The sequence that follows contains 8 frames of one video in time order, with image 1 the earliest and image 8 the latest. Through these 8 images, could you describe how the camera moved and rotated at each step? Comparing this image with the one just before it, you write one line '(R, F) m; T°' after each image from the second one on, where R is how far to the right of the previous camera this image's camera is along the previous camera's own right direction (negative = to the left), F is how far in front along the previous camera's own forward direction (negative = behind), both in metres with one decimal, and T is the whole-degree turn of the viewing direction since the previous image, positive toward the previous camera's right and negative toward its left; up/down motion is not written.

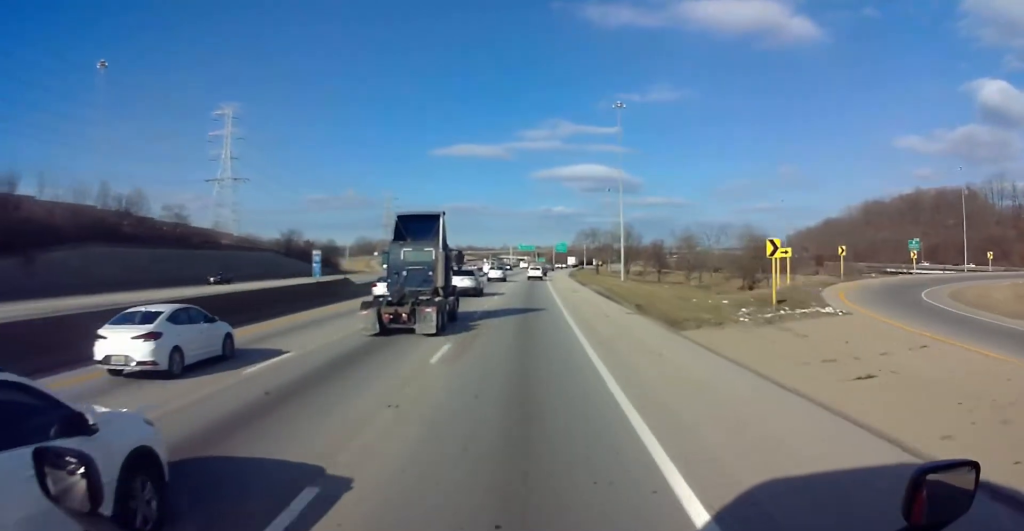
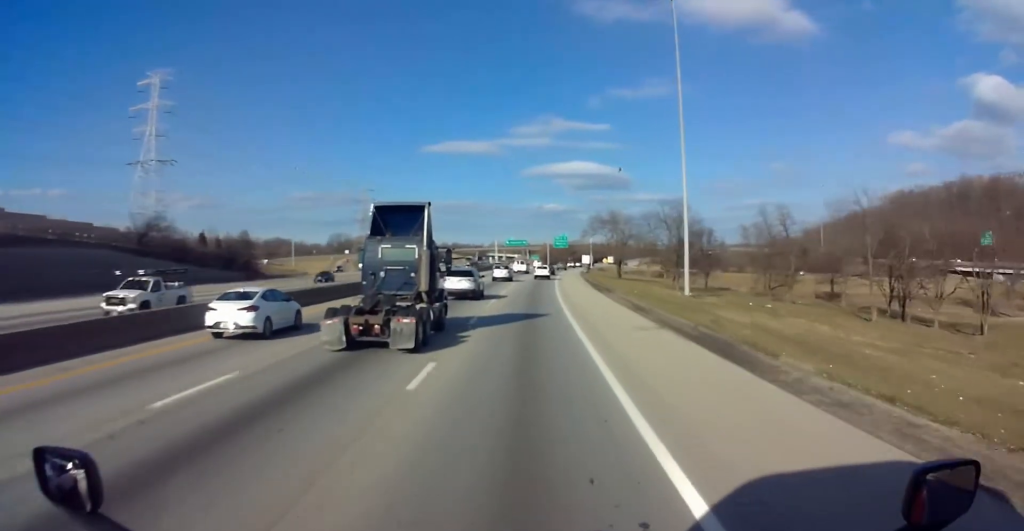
(0.0, +53.2) m; 0°
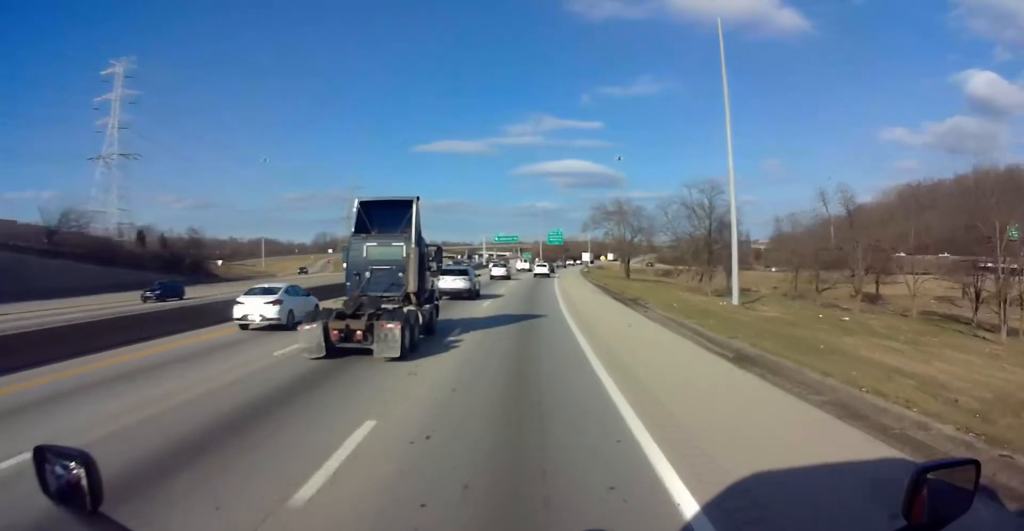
(0.0, +18.0) m; 0°
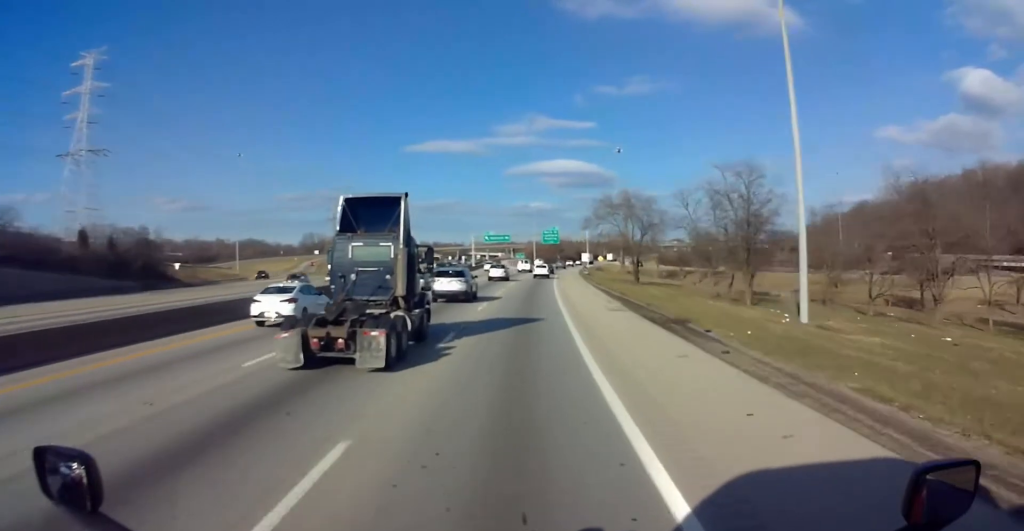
(0.0, +13.6) m; 0°
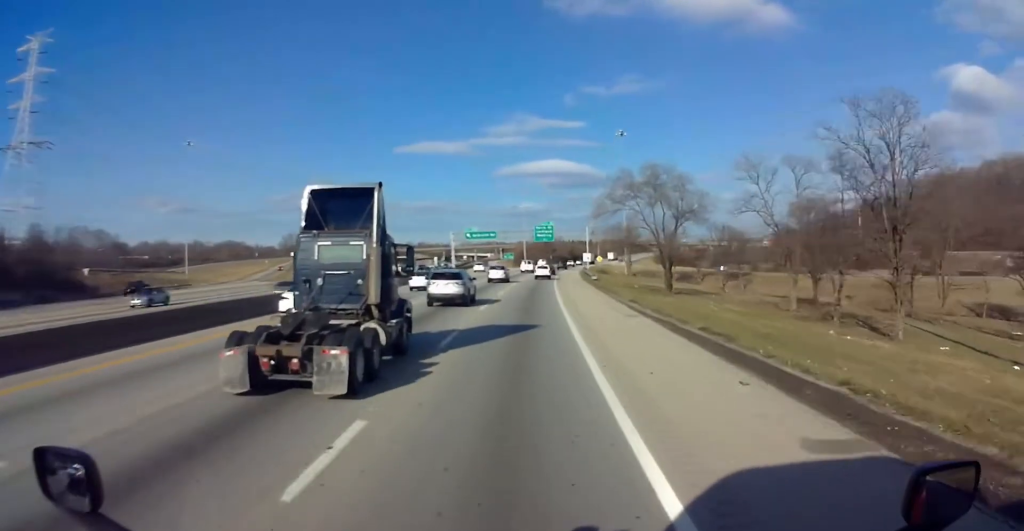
(0.0, +23.6) m; 0°
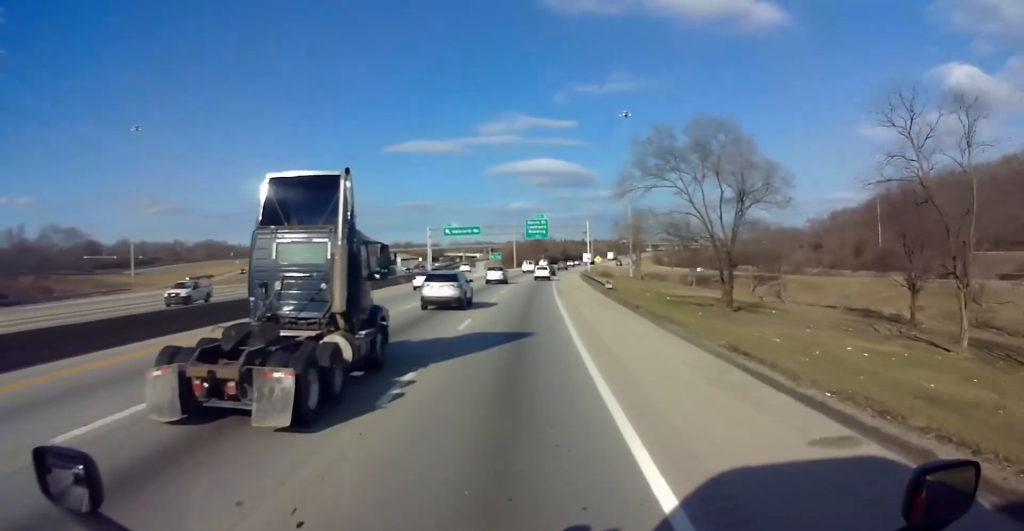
(0.0, +20.2) m; 0°
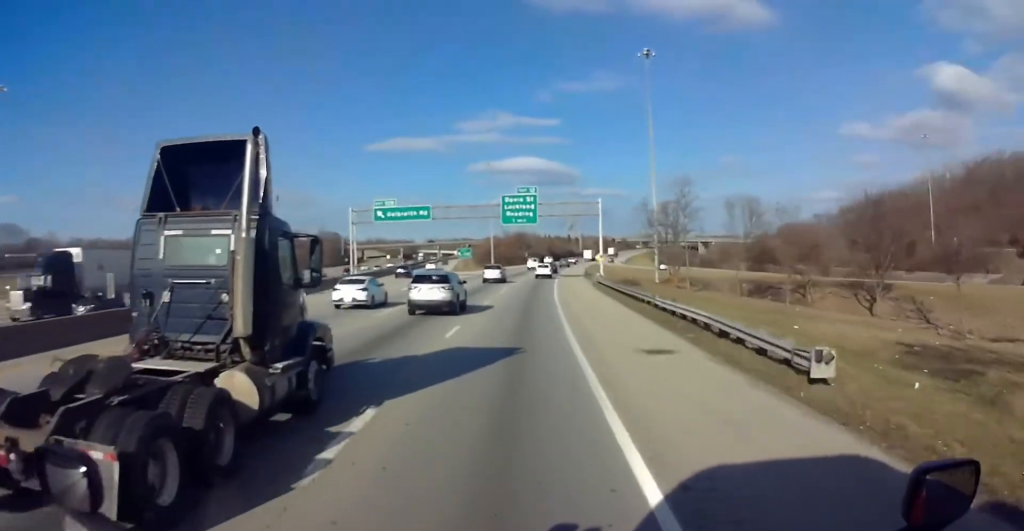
(+1.4, +40.8) m; +4°
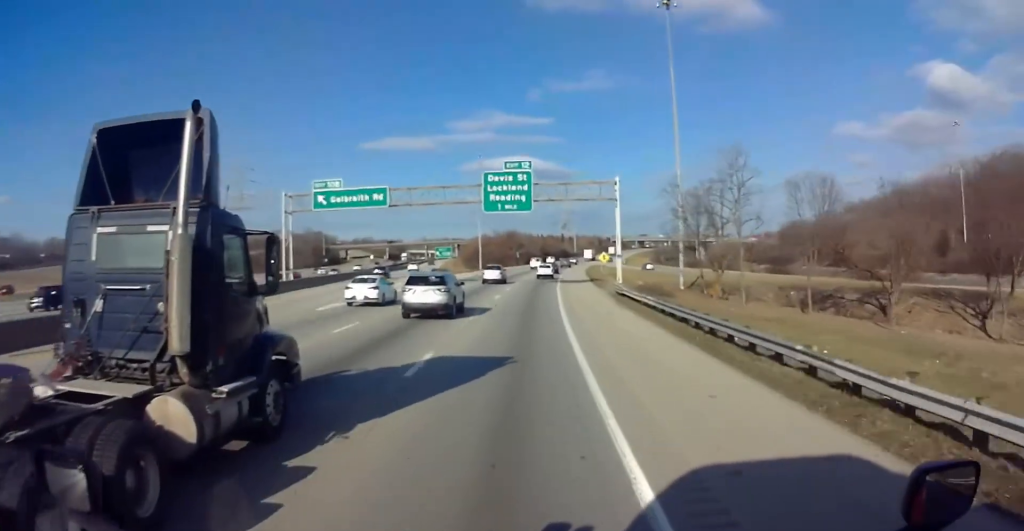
(+0.5, +18.7) m; +2°
